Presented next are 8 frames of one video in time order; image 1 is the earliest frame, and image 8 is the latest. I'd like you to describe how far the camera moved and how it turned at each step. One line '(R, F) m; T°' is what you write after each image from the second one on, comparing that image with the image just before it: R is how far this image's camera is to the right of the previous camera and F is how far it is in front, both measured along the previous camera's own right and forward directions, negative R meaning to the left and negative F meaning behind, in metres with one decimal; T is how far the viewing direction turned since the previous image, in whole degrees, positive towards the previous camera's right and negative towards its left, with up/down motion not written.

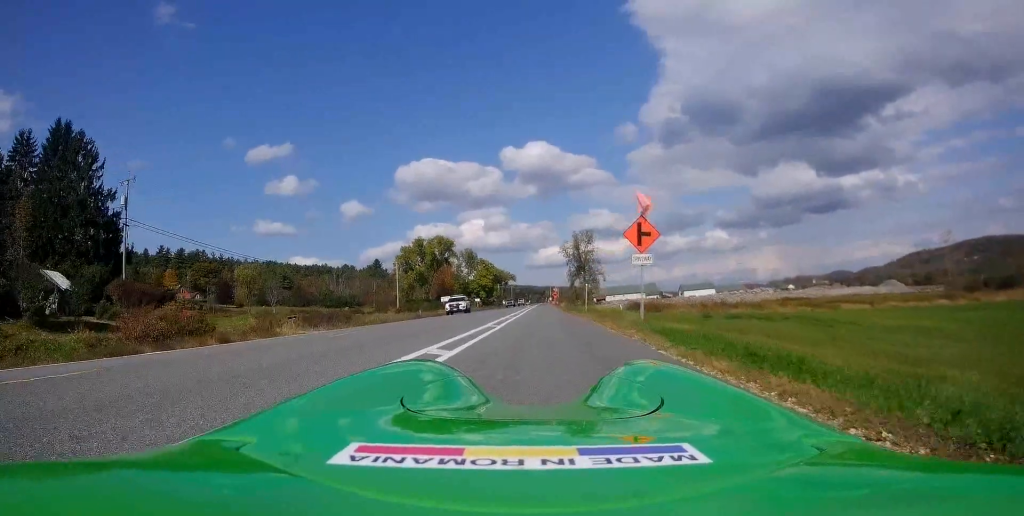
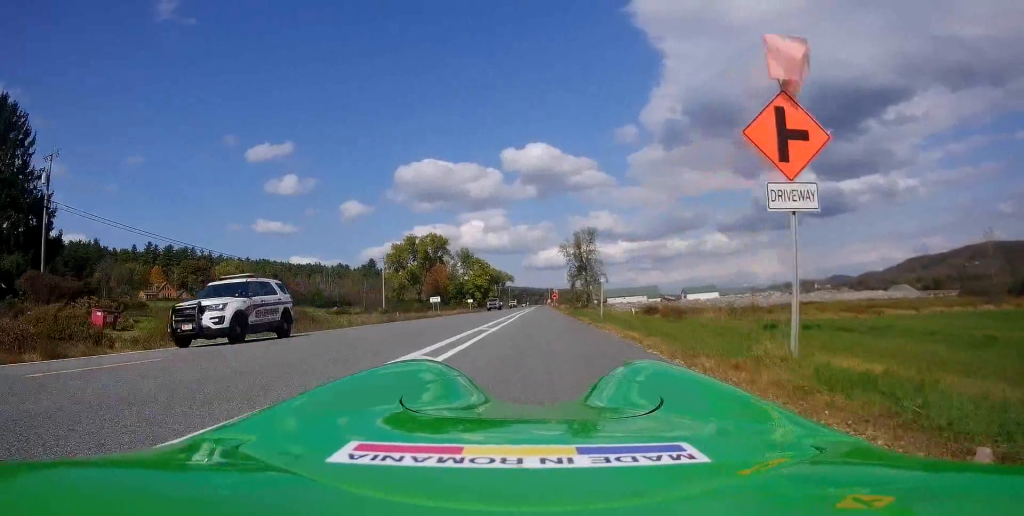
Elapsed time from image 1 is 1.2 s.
(+0.2, +10.4) m; +1°
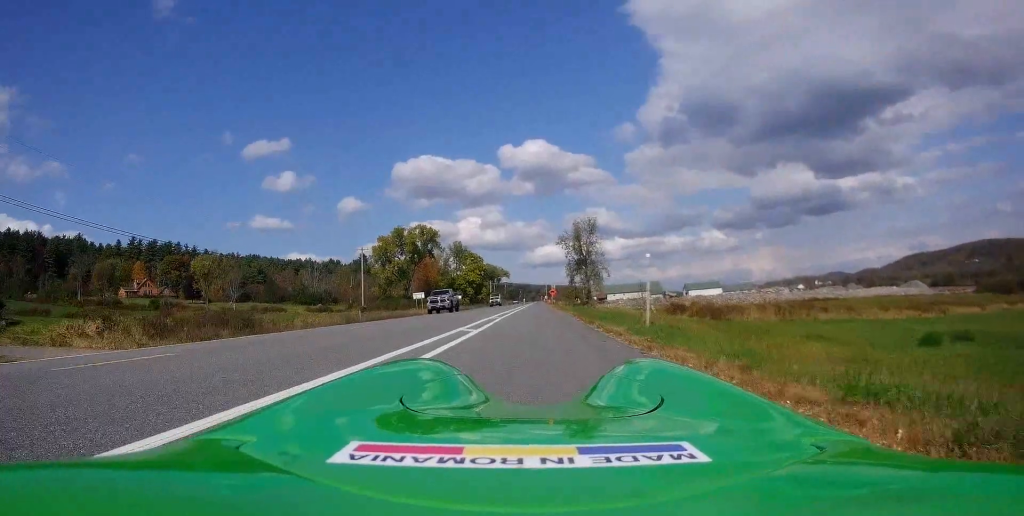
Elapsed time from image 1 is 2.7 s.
(0.0, +11.6) m; 0°
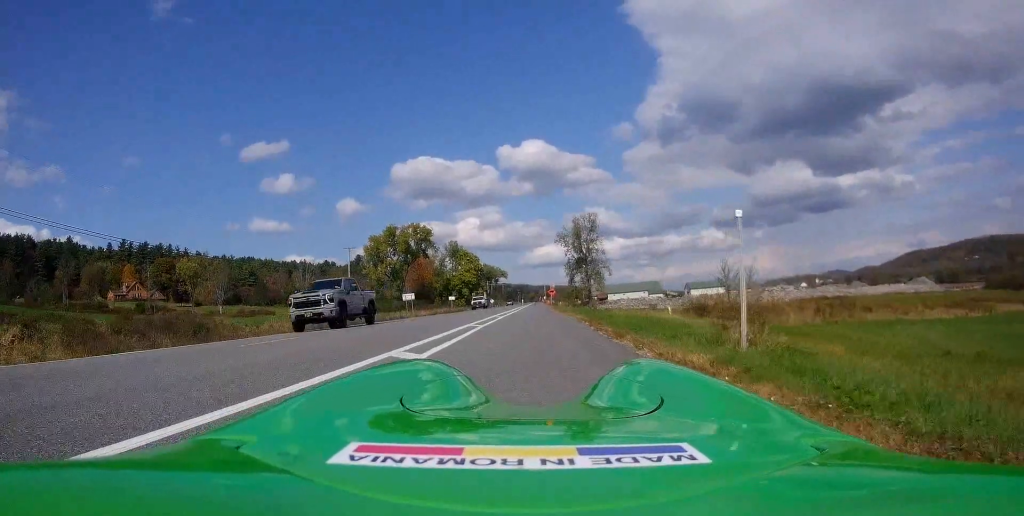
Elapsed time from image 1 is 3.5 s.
(0.0, +6.4) m; 0°
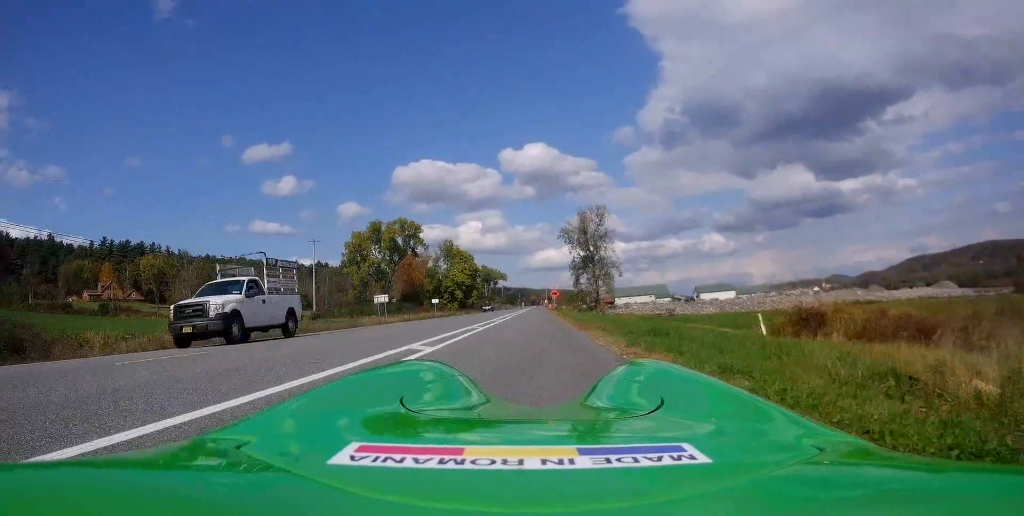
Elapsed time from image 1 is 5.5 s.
(0.0, +16.7) m; 0°
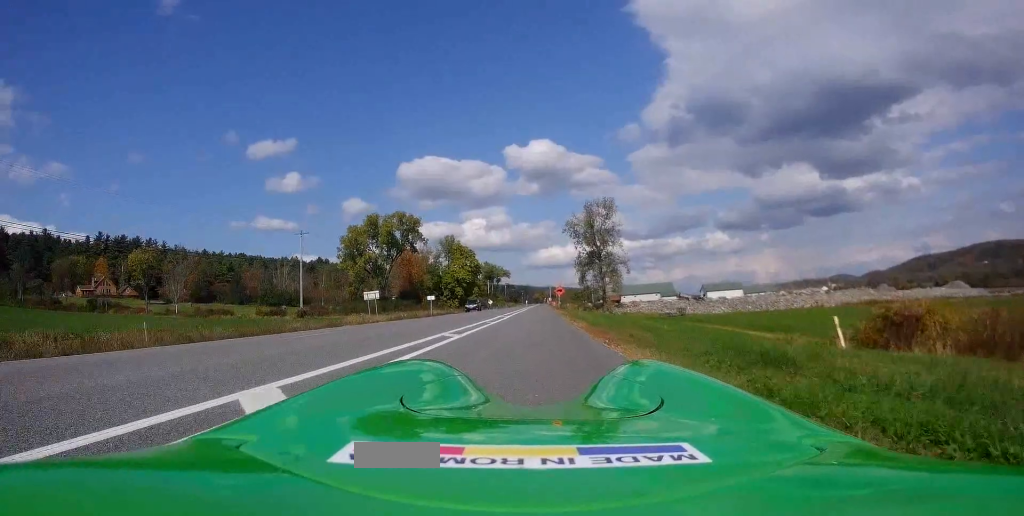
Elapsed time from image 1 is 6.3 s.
(0.0, +5.8) m; 0°
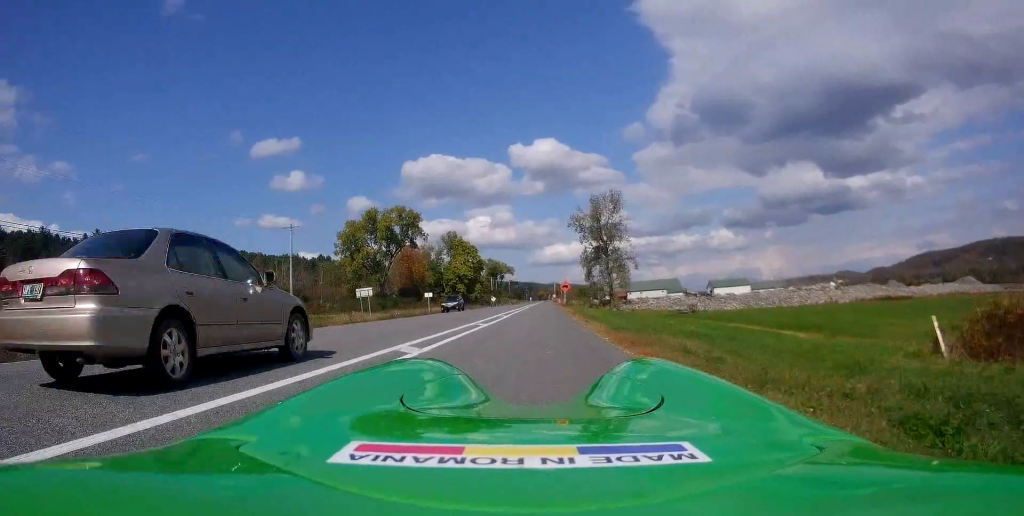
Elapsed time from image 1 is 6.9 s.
(0.0, +4.9) m; 0°
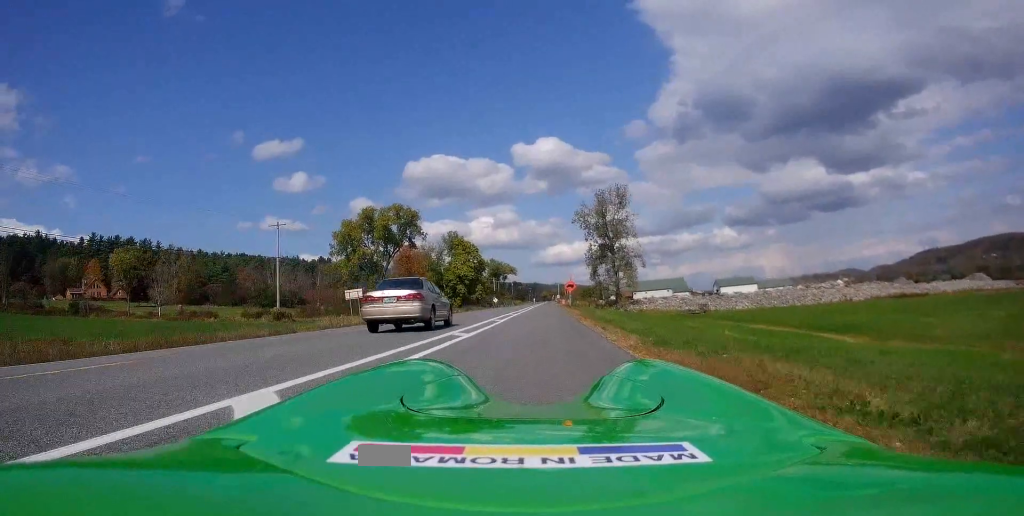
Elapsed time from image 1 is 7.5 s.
(0.0, +4.8) m; 0°
